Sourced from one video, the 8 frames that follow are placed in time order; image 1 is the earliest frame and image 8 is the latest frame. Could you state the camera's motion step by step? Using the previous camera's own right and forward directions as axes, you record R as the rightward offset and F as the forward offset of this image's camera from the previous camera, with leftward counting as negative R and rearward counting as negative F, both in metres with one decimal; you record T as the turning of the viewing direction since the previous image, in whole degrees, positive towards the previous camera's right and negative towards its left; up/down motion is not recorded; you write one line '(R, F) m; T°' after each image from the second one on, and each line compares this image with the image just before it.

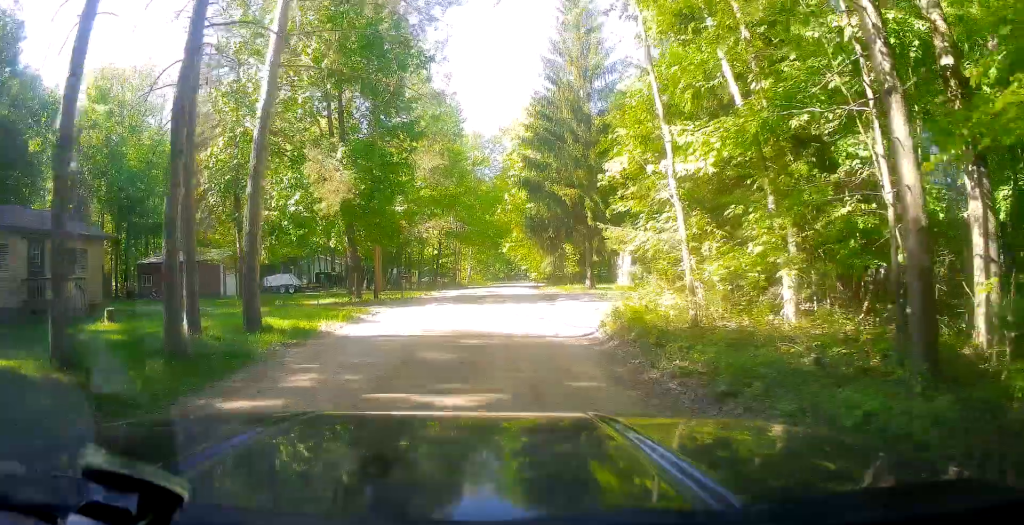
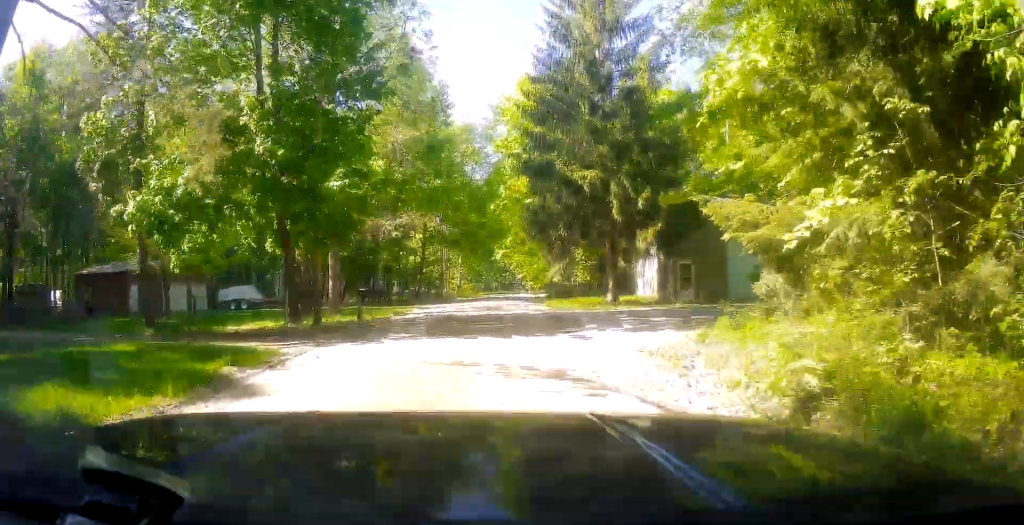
(0.0, +8.5) m; 0°
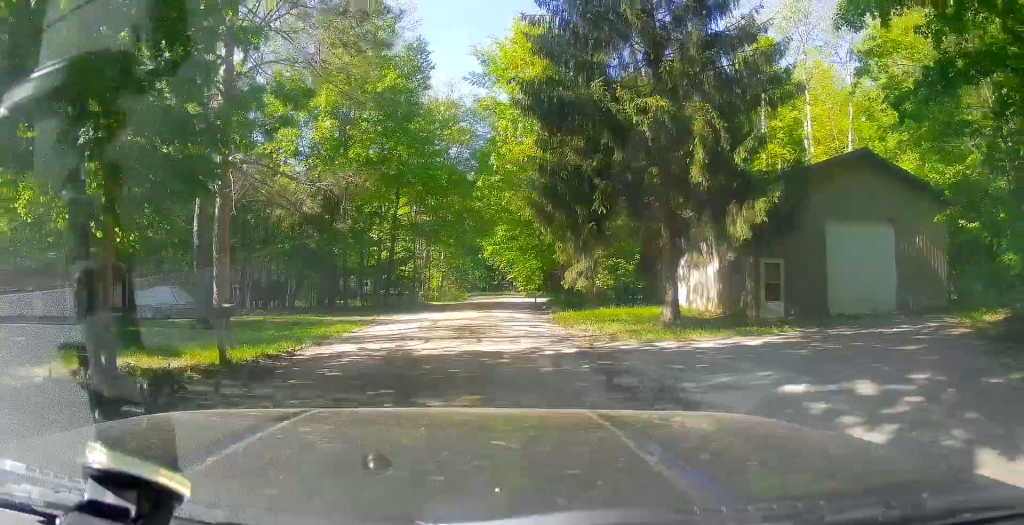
(0.0, +11.3) m; 0°
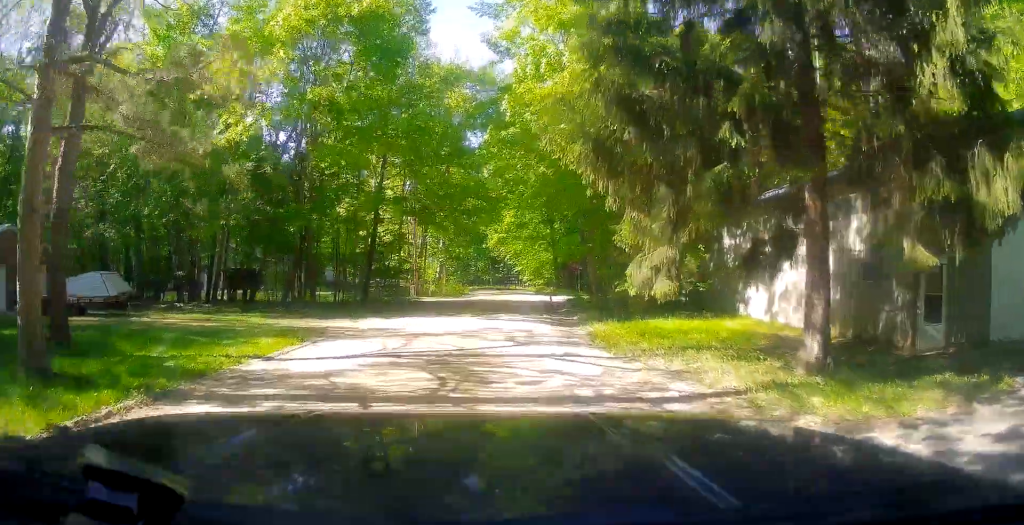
(0.0, +8.9) m; +3°
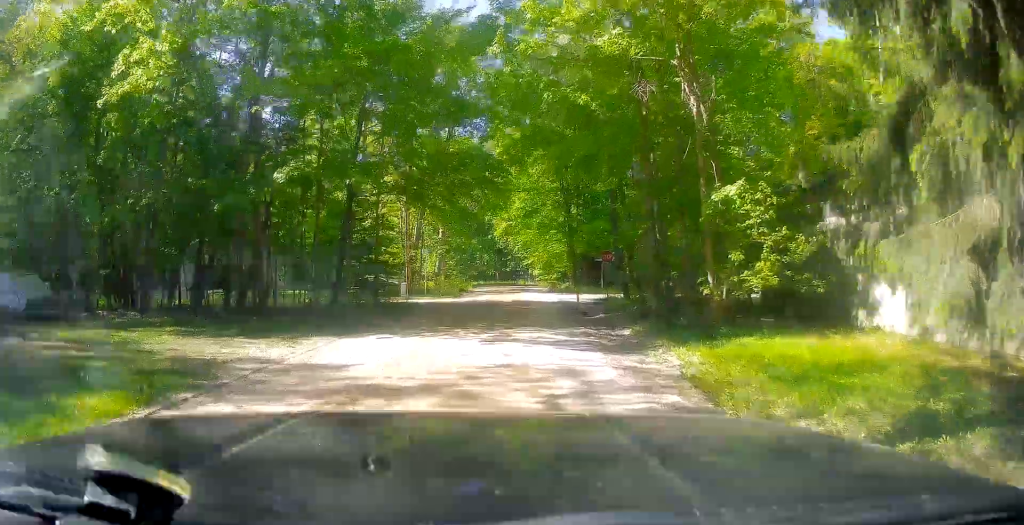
(+0.5, +8.4) m; +2°
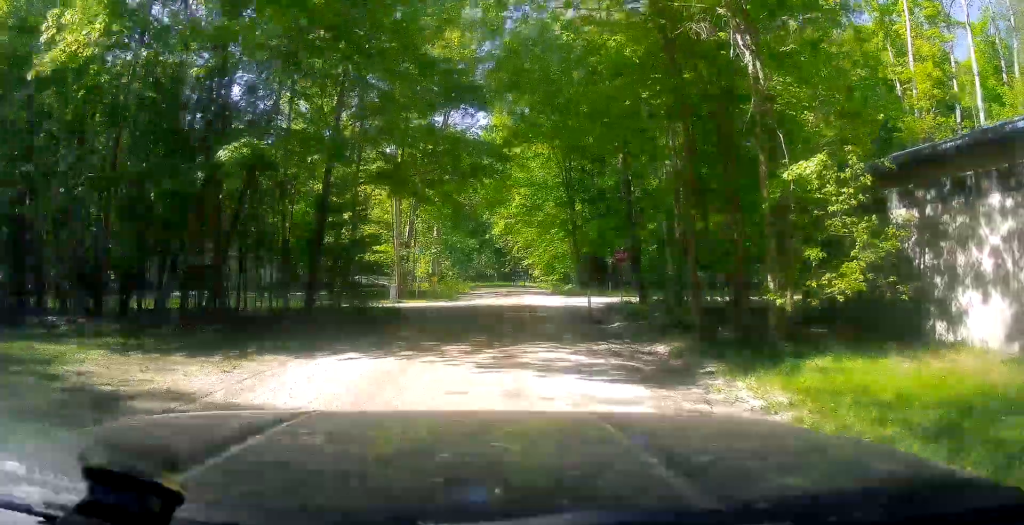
(+0.1, +3.8) m; -1°
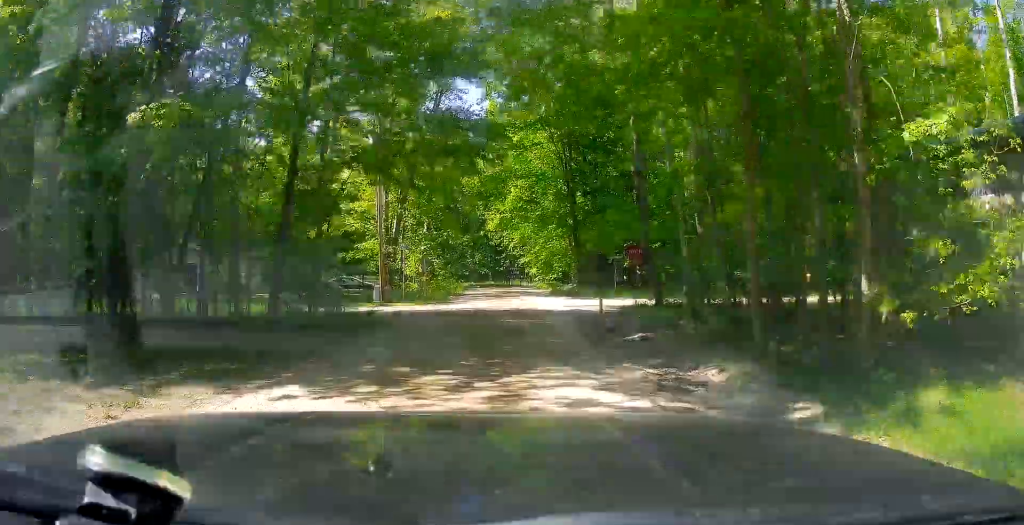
(-0.3, +3.9) m; -3°
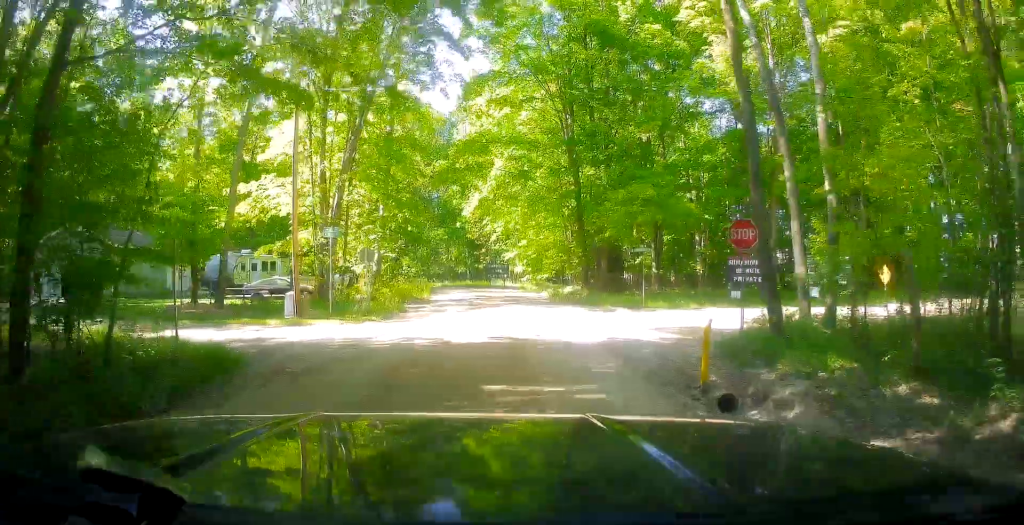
(-0.8, +13.1) m; -5°
